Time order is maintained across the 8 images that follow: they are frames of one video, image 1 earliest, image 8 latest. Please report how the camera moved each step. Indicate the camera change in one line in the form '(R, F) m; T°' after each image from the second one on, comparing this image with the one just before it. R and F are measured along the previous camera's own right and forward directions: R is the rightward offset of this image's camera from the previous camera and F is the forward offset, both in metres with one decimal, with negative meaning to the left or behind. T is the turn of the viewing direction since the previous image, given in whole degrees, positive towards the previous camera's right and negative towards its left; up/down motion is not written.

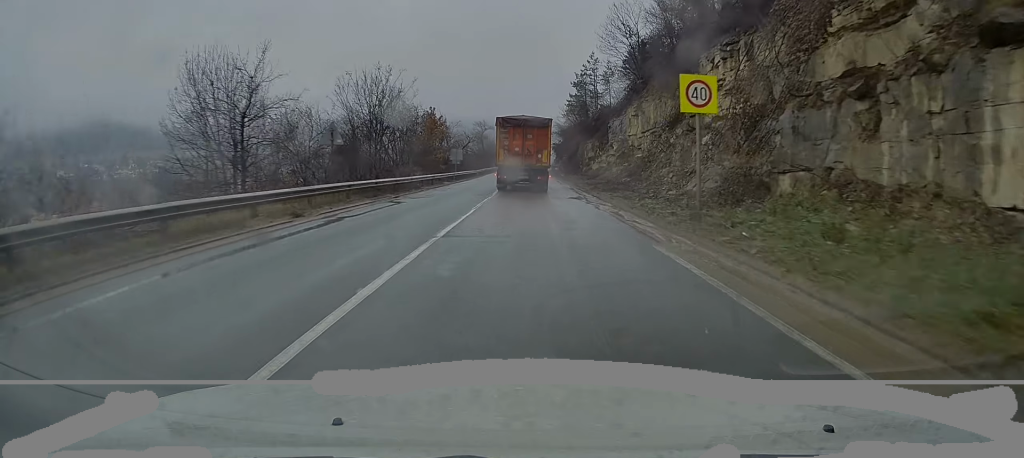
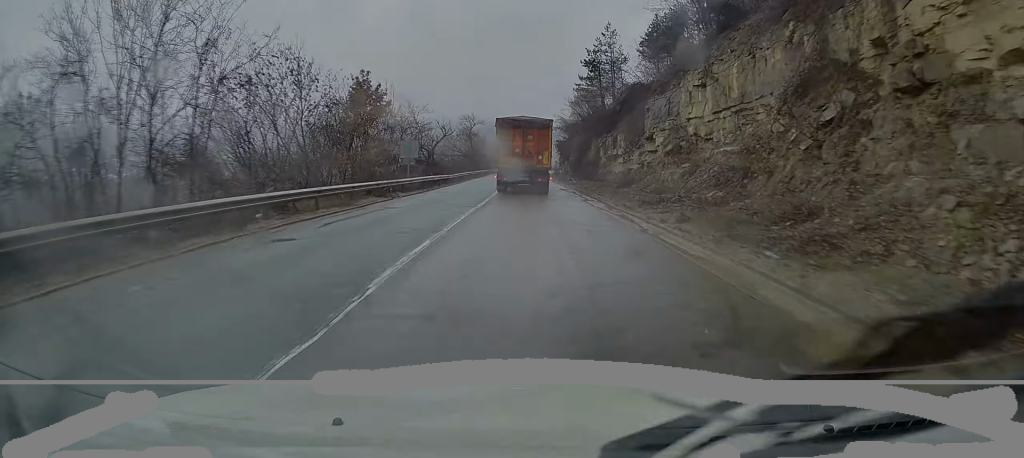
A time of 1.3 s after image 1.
(+0.3, +21.9) m; 0°
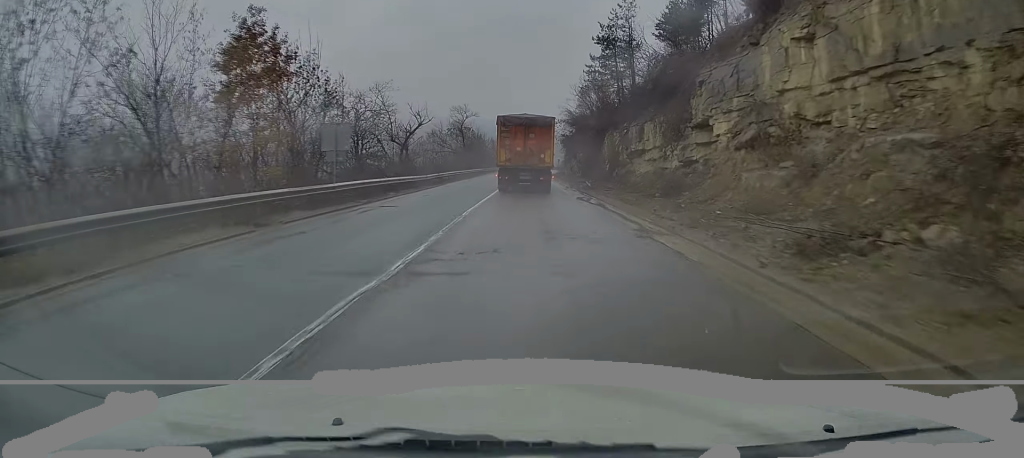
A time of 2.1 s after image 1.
(-0.1, +13.5) m; 0°
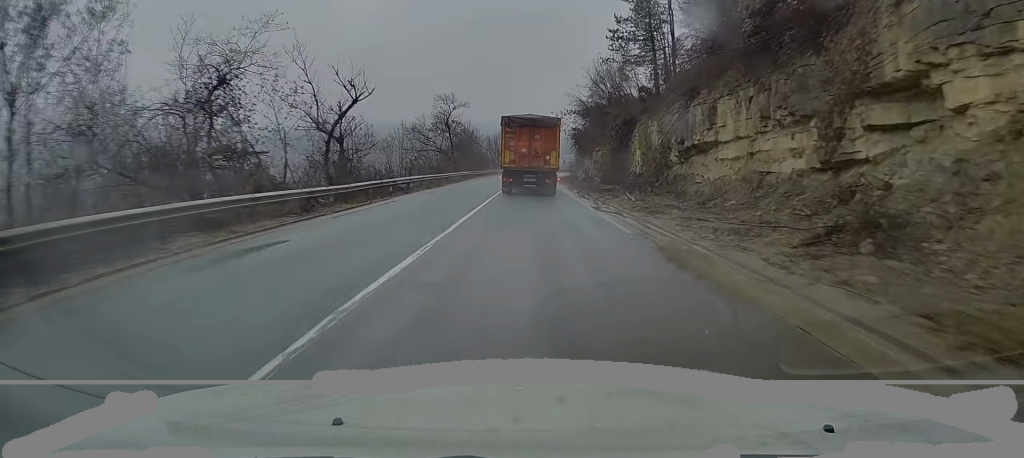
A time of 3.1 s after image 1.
(0.0, +17.5) m; 0°
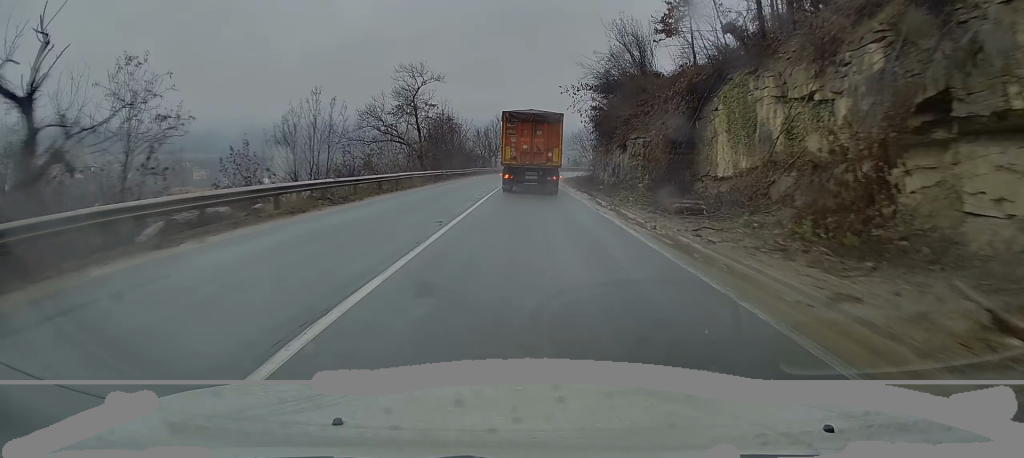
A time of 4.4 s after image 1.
(+0.2, +21.5) m; +1°
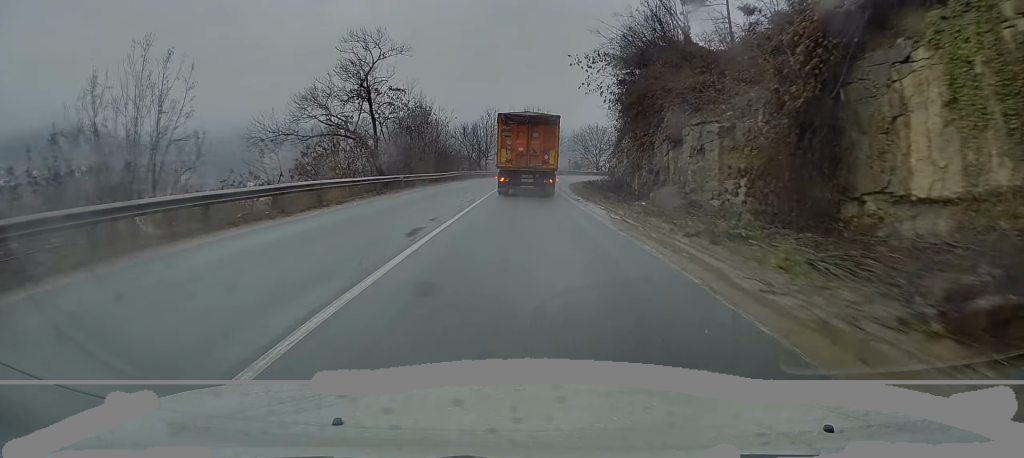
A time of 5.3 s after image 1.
(+0.1, +15.0) m; 0°
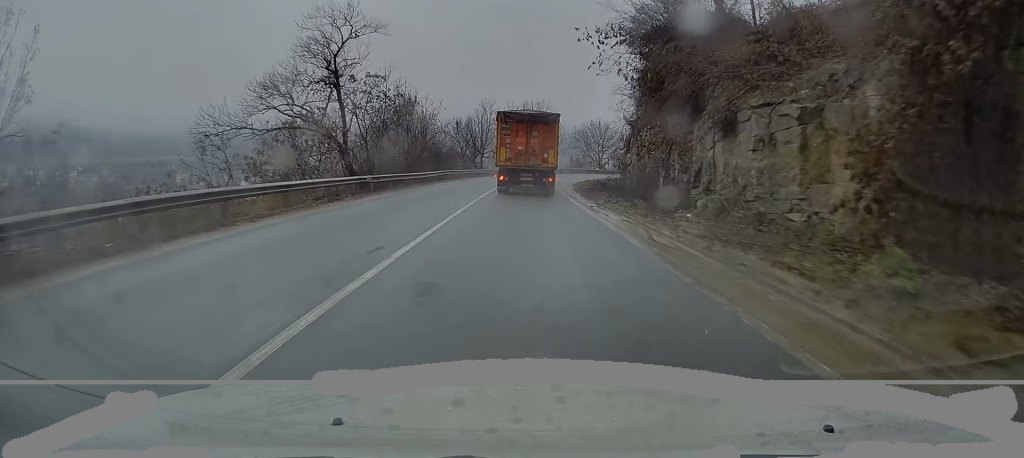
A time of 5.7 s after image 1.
(0.0, +6.6) m; 0°
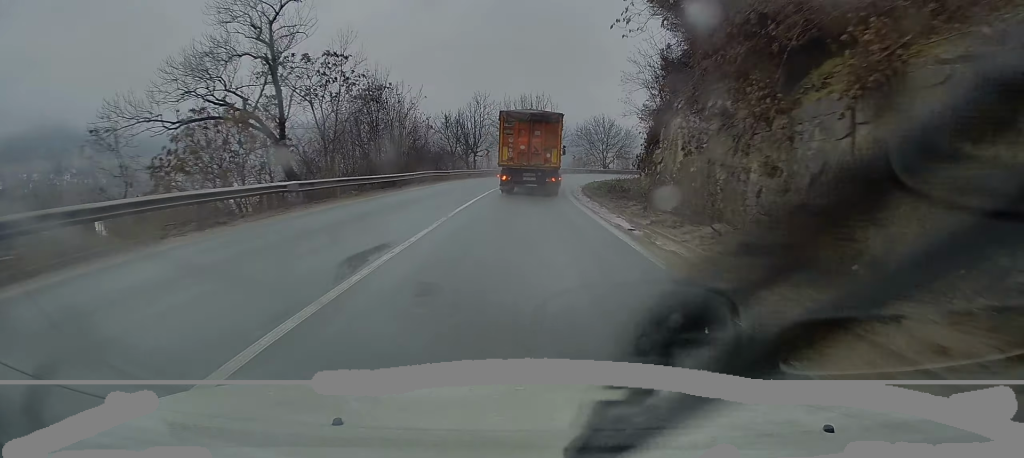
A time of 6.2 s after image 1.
(-0.1, +8.7) m; 0°
